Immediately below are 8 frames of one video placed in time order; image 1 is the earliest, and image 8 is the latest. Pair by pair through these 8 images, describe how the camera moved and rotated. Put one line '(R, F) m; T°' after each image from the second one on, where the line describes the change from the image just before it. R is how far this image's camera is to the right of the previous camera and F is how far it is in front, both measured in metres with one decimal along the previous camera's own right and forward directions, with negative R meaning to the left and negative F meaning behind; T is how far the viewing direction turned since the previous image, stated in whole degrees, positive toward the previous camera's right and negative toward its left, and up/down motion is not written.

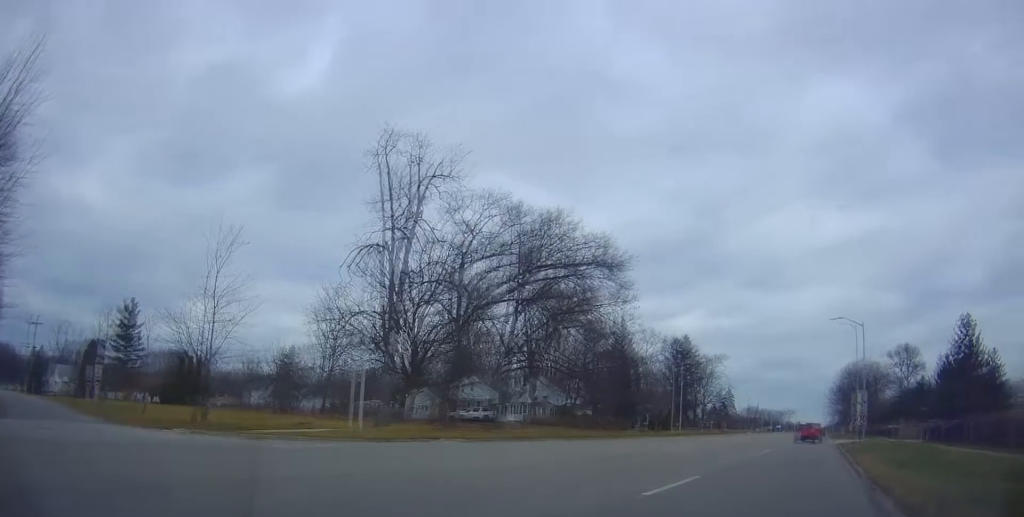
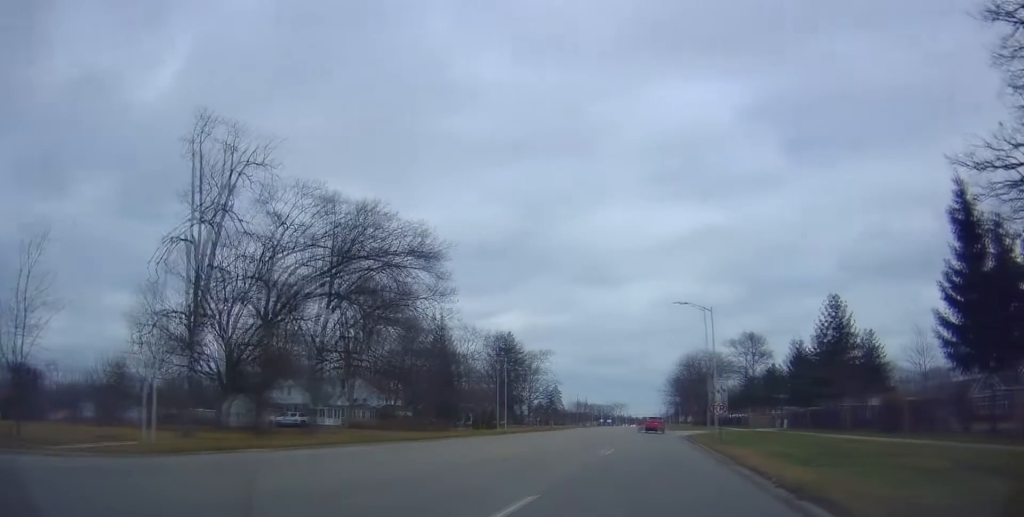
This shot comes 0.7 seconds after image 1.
(+0.2, +4.1) m; +3°
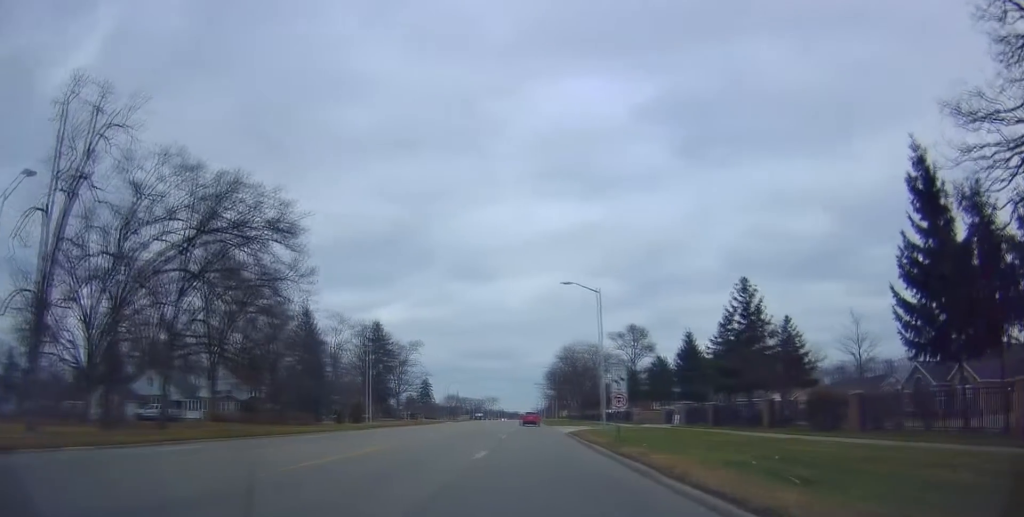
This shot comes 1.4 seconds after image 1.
(0.0, +5.4) m; +1°
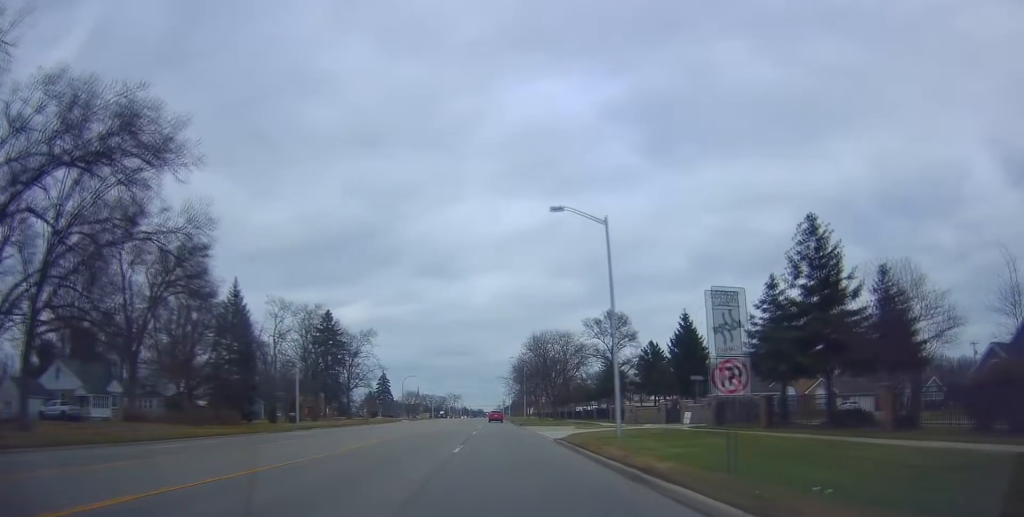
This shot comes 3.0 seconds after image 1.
(+0.4, +14.0) m; +5°
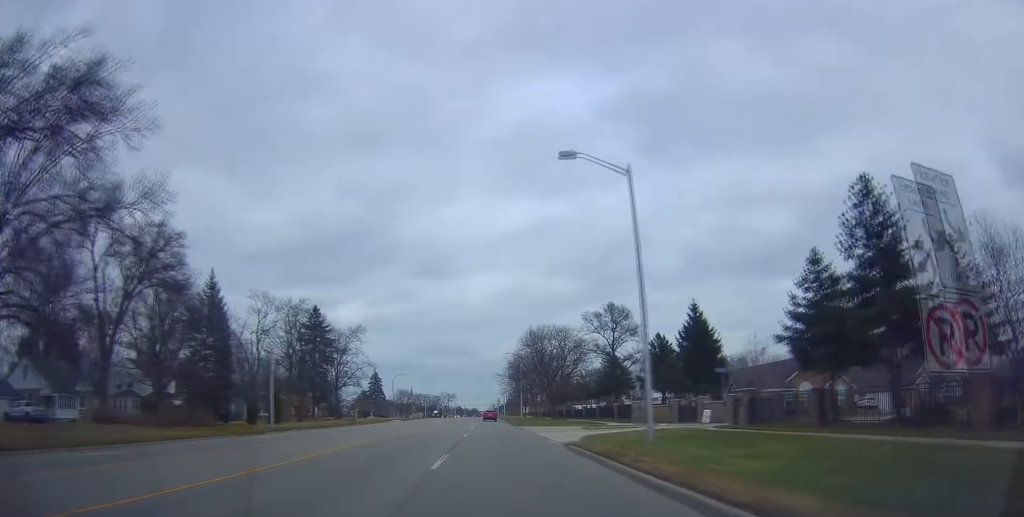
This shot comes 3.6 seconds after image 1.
(+0.2, +5.4) m; +2°
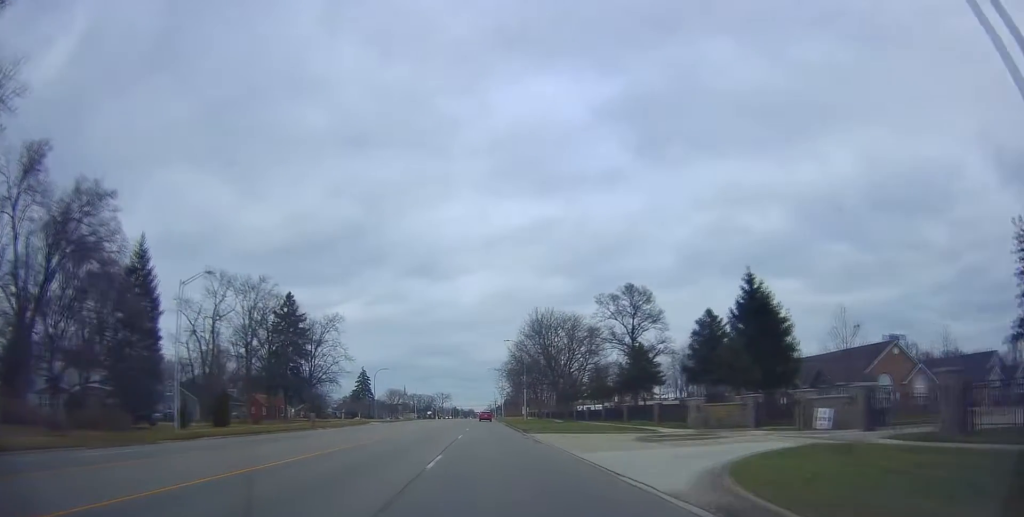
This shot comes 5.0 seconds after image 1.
(+0.5, +15.7) m; +2°
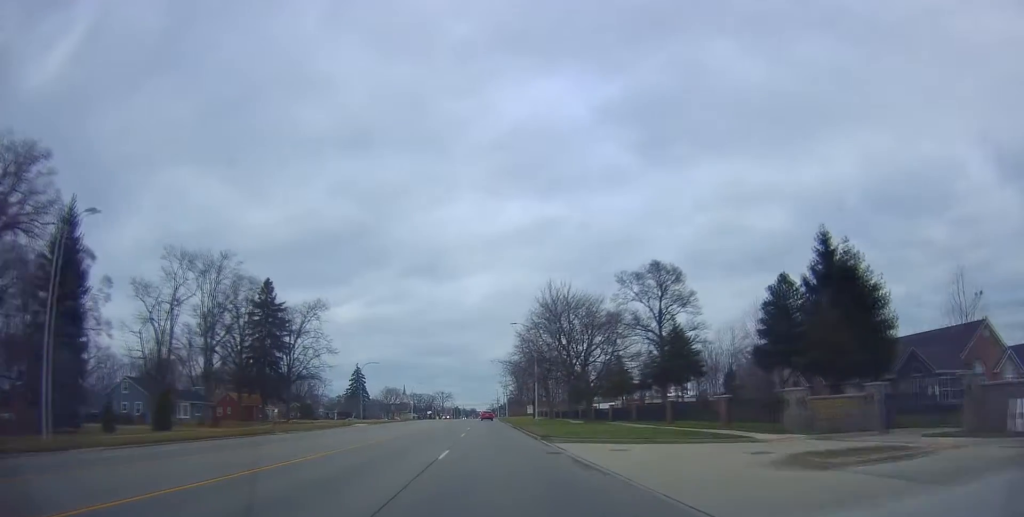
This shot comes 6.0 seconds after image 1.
(0.0, +13.1) m; 0°
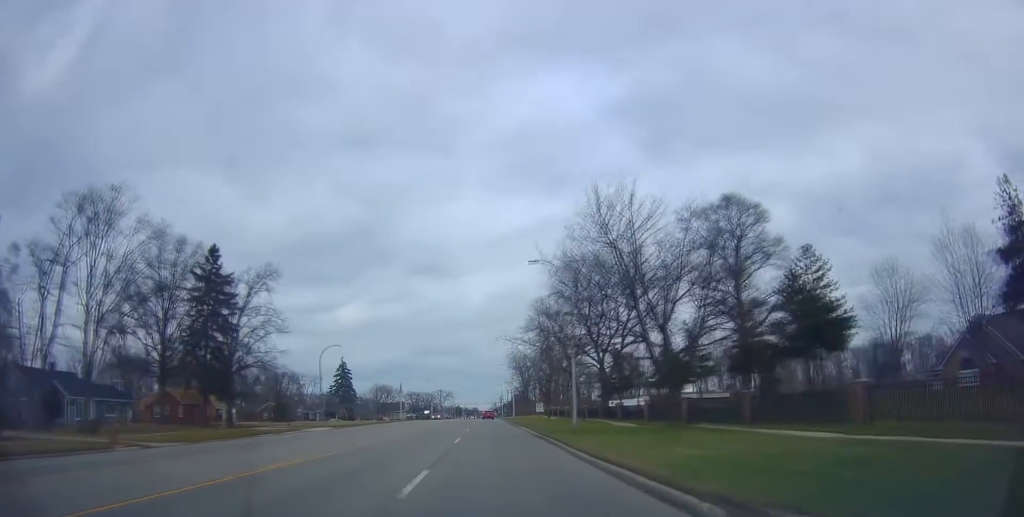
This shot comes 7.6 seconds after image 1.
(0.0, +23.4) m; -1°
